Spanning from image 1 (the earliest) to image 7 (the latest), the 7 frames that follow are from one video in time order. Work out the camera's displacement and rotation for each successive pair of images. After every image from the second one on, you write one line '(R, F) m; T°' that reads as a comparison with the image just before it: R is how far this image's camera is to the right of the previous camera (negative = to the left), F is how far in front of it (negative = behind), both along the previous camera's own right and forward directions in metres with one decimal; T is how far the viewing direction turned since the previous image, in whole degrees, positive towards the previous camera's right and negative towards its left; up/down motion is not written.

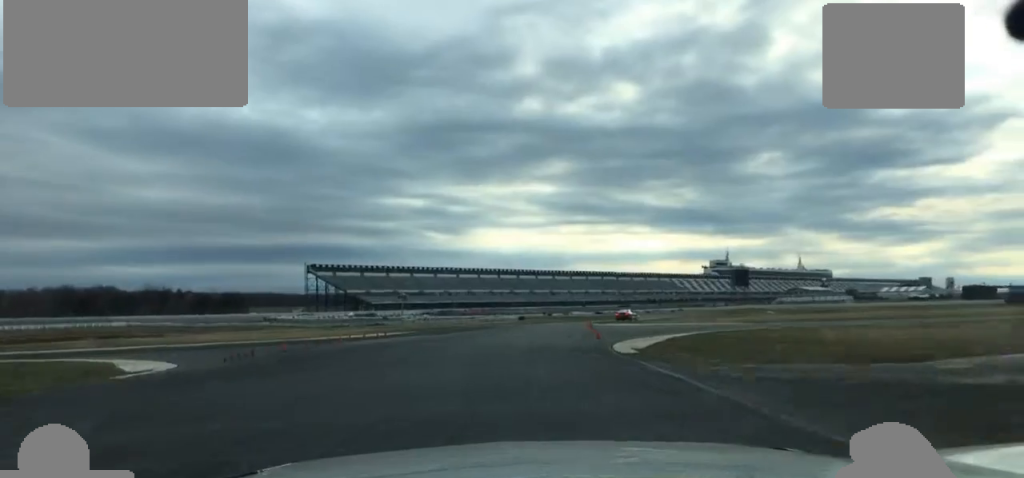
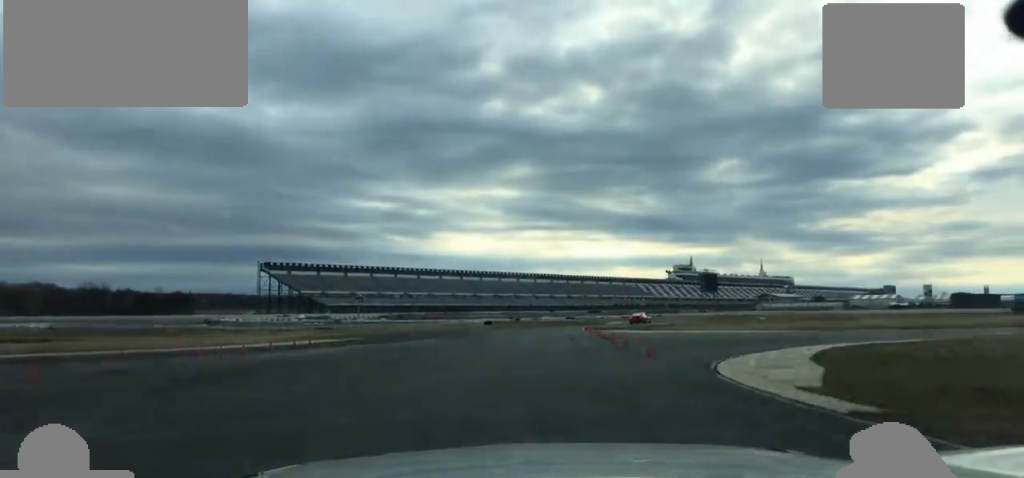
(+0.7, +16.3) m; +4°
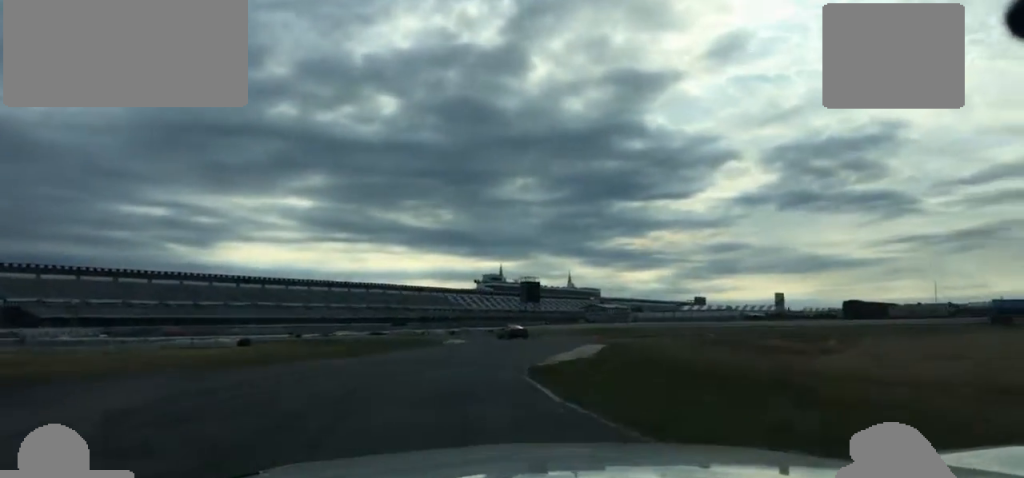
(+6.2, +55.2) m; +13°
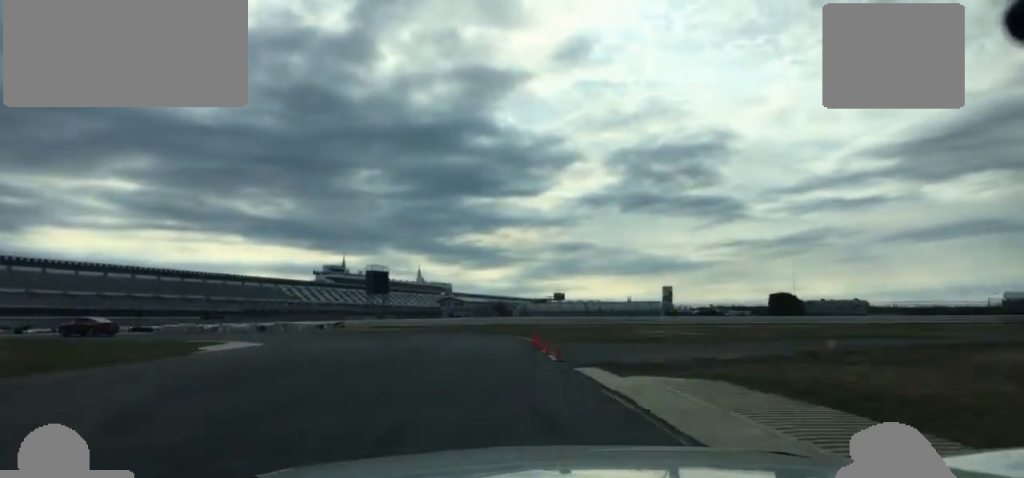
(+3.4, +39.2) m; +6°
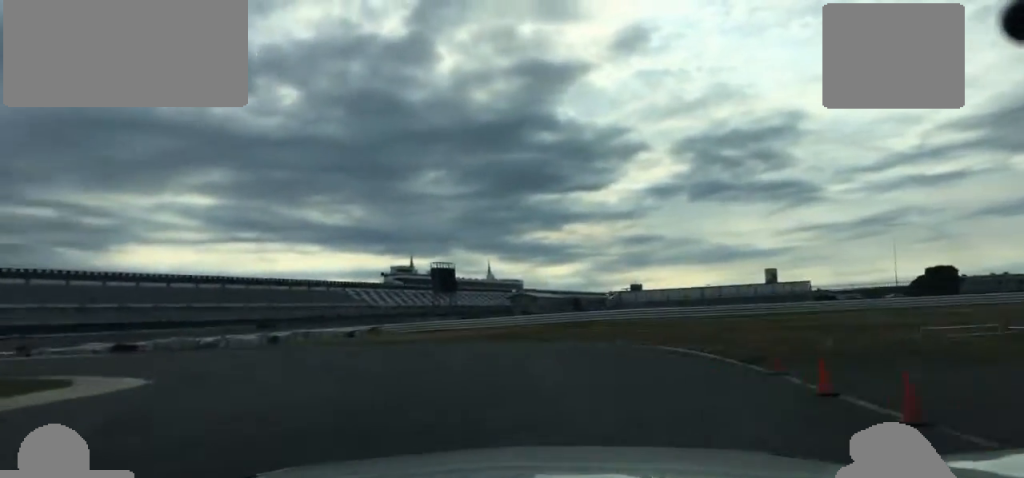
(0.0, +25.1) m; -7°
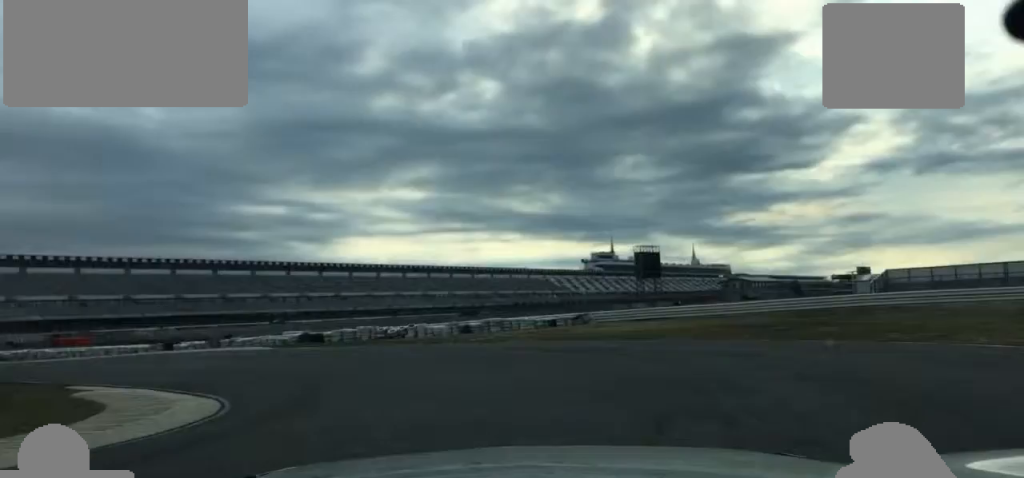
(+0.4, +13.1) m; -9°
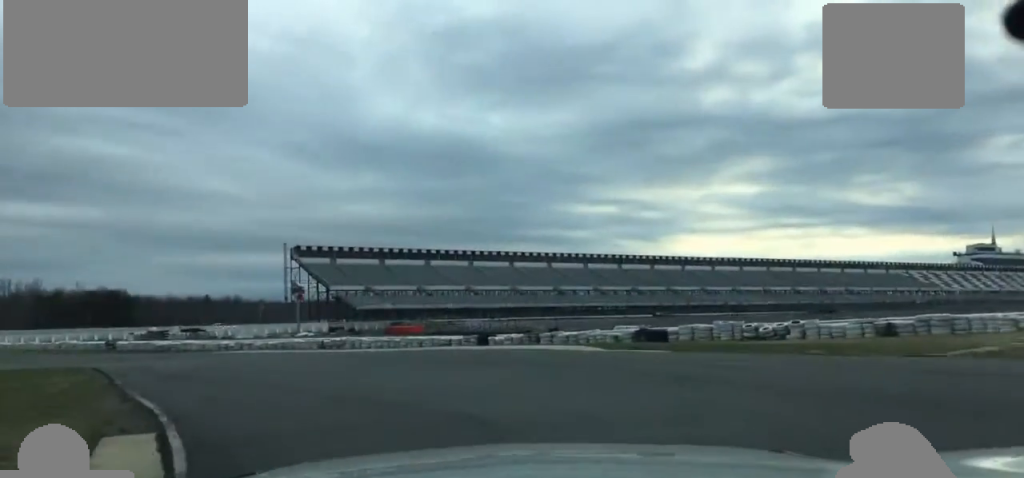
(-3.7, +18.1) m; -22°
